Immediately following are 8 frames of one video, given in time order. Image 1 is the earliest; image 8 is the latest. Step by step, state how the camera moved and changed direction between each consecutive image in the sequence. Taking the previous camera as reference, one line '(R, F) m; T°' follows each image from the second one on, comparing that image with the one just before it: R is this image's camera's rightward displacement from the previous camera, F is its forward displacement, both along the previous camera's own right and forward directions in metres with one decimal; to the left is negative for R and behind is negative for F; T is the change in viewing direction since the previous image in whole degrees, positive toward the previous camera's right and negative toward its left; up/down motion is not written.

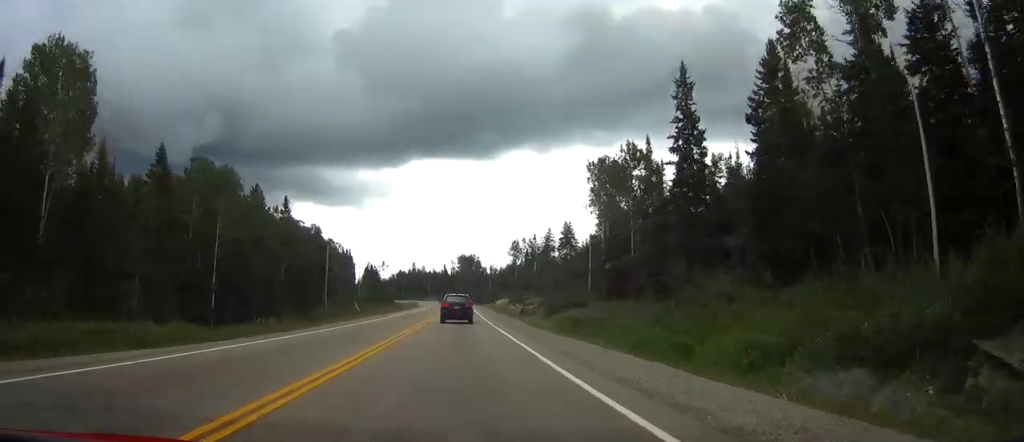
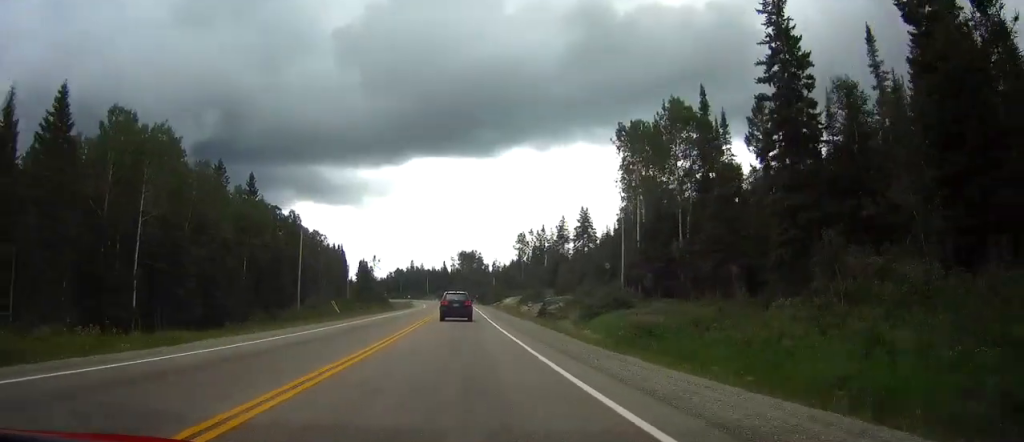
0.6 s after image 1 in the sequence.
(0.0, +20.0) m; 0°
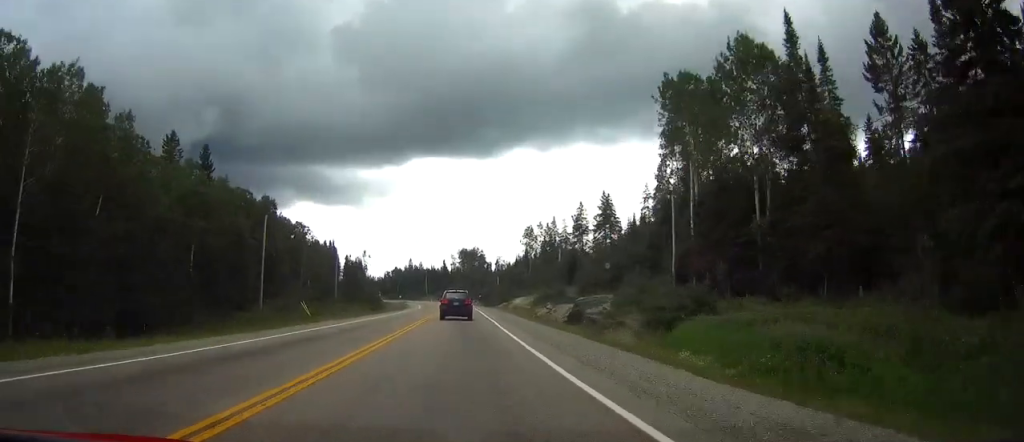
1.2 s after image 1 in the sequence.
(0.0, +18.9) m; 0°
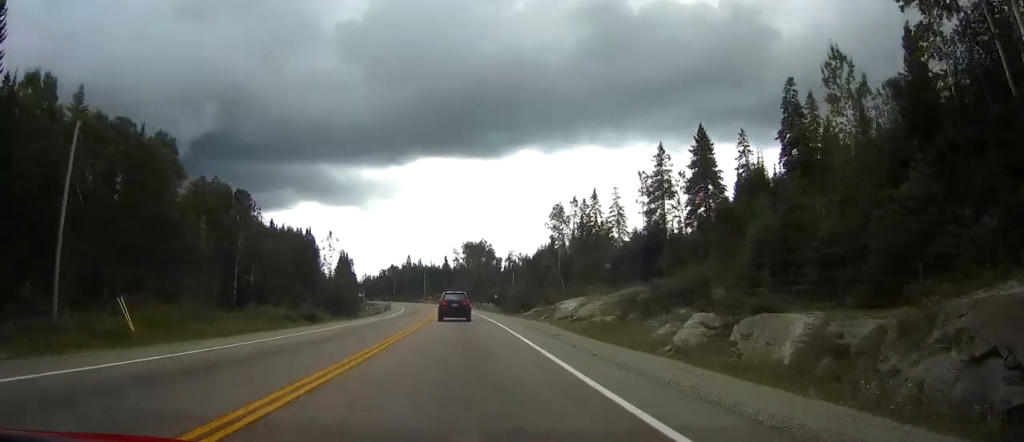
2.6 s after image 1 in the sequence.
(0.0, +43.9) m; 0°
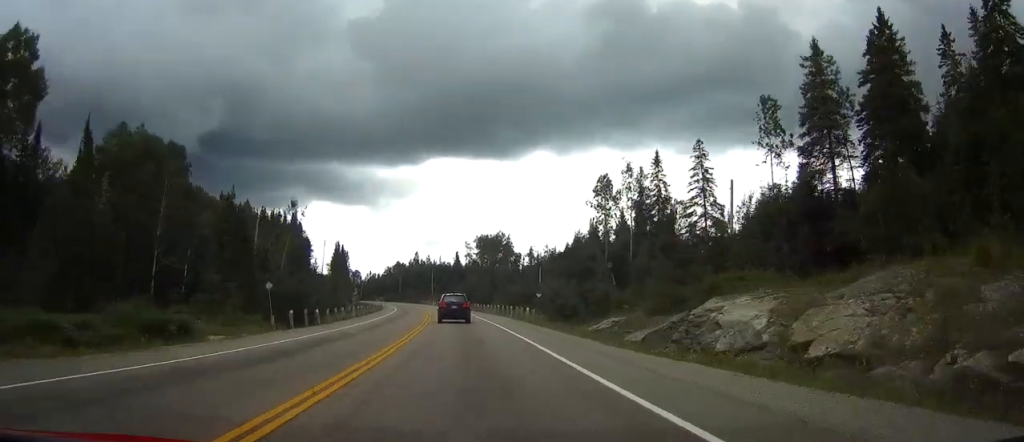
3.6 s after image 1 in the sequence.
(-0.3, +31.3) m; -1°
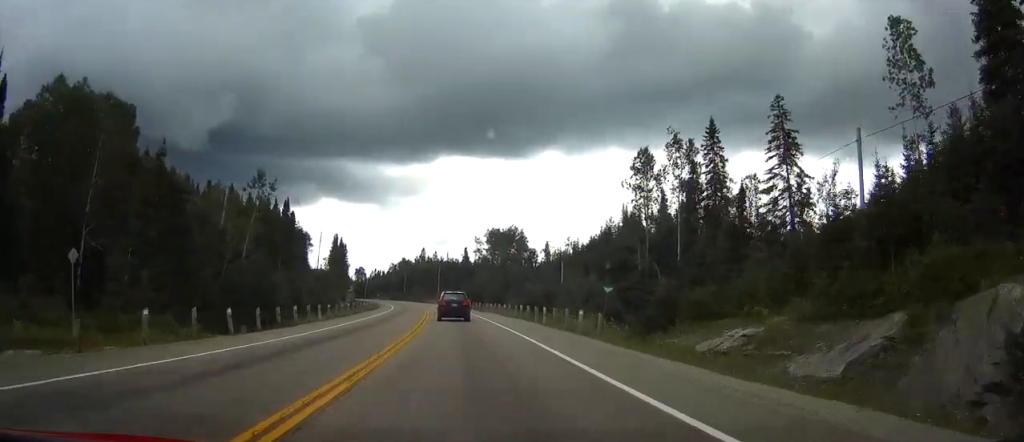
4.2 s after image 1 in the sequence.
(-0.2, +16.7) m; -1°
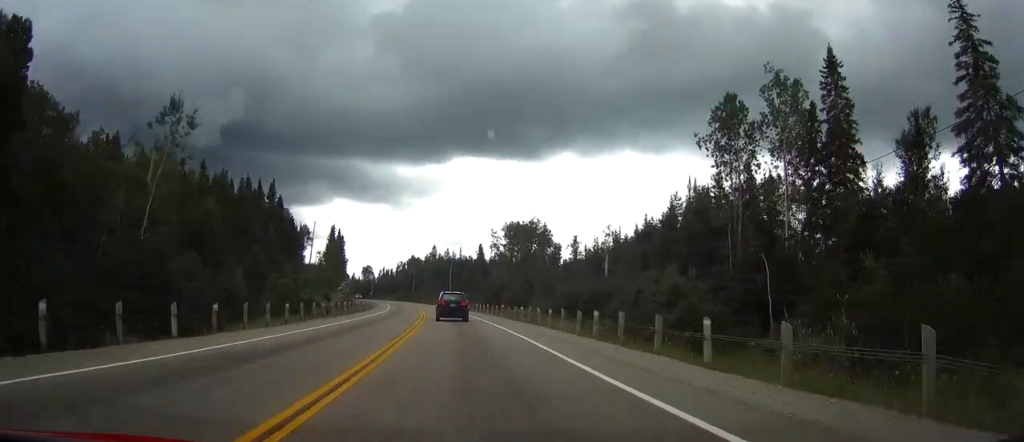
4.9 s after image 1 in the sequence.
(-0.3, +22.9) m; -1°
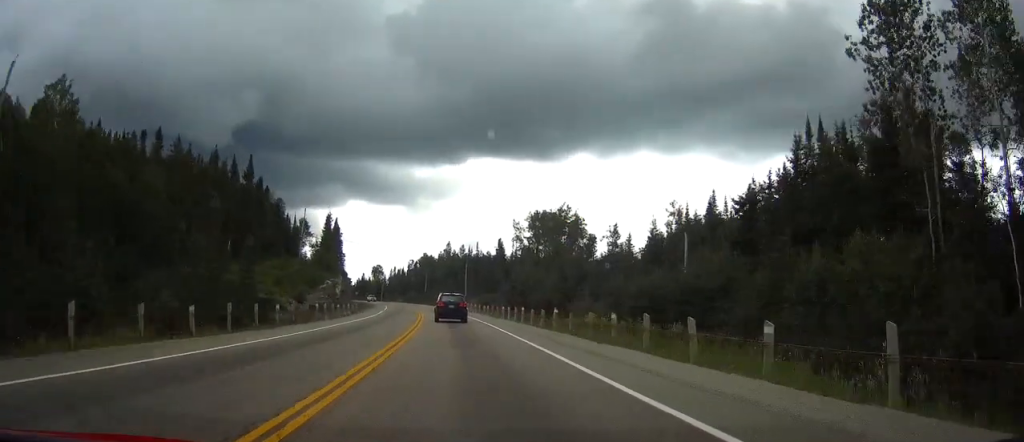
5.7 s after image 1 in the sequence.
(0.0, +23.9) m; -1°
